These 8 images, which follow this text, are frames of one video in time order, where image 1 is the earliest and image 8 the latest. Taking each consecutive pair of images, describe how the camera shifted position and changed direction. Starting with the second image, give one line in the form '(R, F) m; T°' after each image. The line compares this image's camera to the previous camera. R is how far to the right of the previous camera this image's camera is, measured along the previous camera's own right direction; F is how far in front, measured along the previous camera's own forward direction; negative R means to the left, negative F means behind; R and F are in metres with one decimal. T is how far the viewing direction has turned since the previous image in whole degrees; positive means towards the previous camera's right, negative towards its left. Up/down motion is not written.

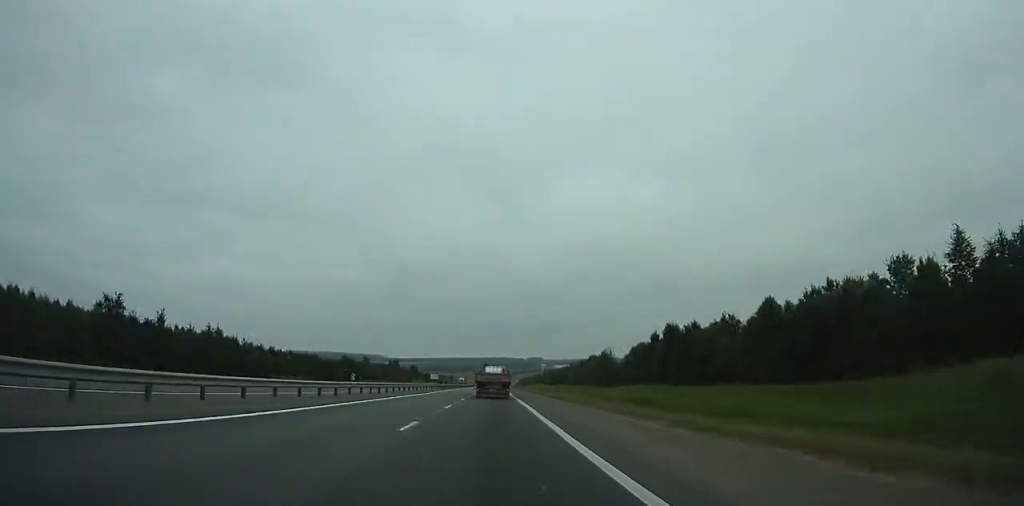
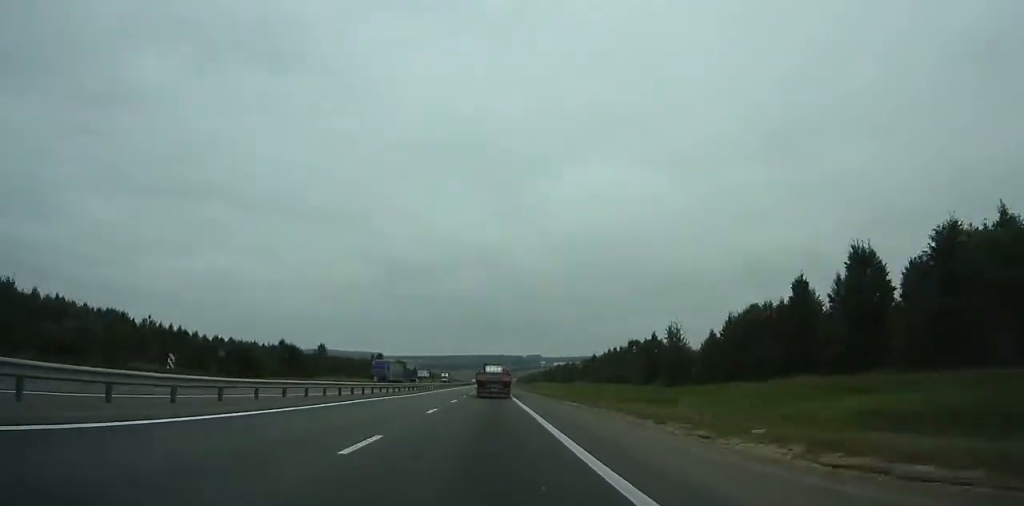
(0.0, +52.5) m; 0°
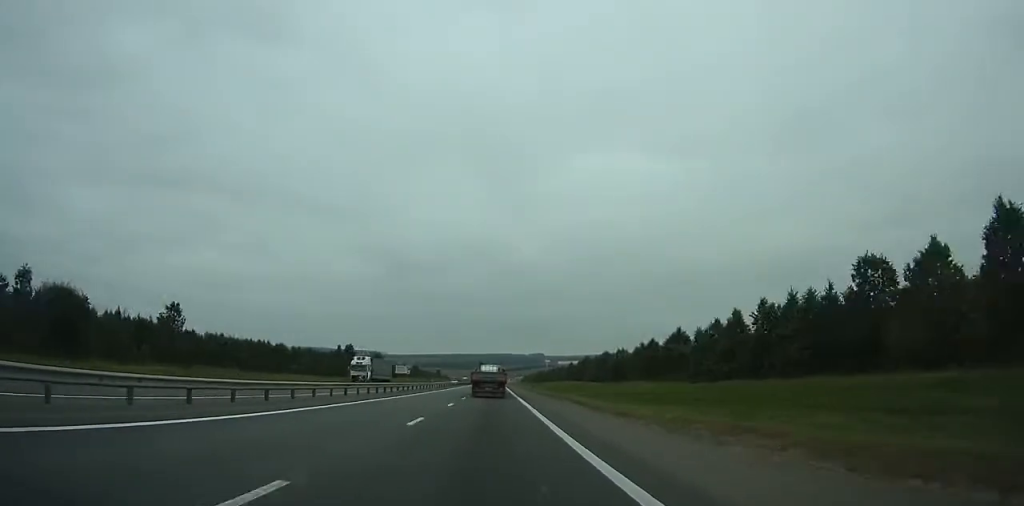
(+0.2, +75.8) m; 0°
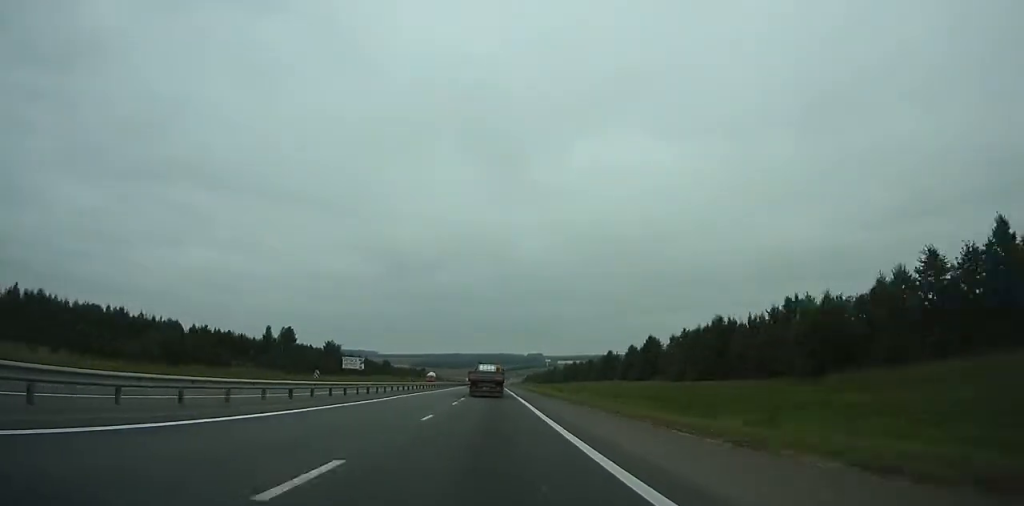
(+0.1, +81.2) m; 0°
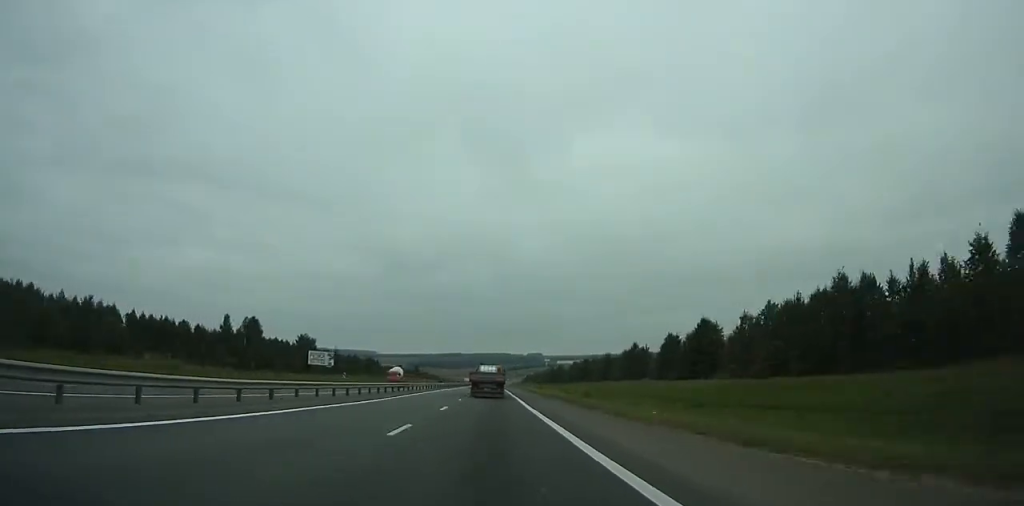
(0.0, +28.0) m; 0°
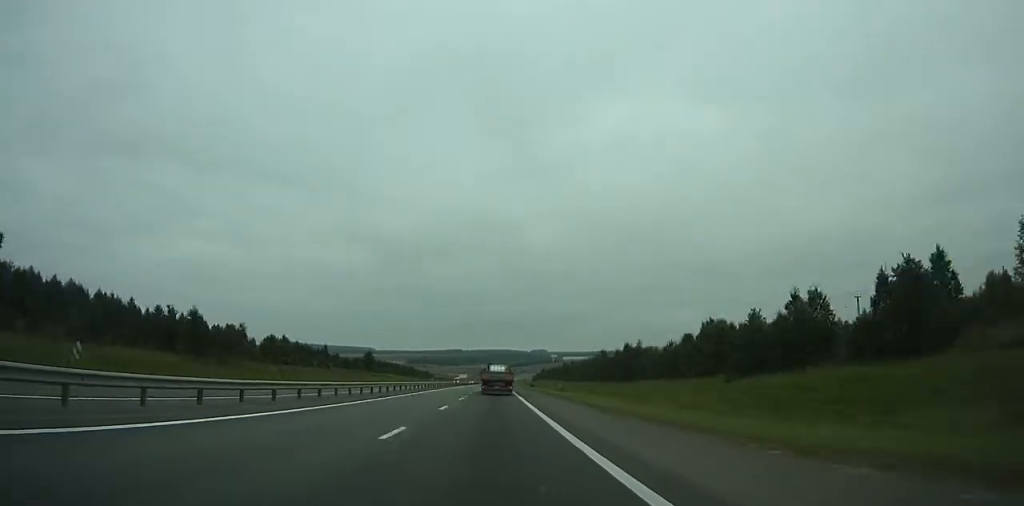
(+0.2, +131.8) m; 0°
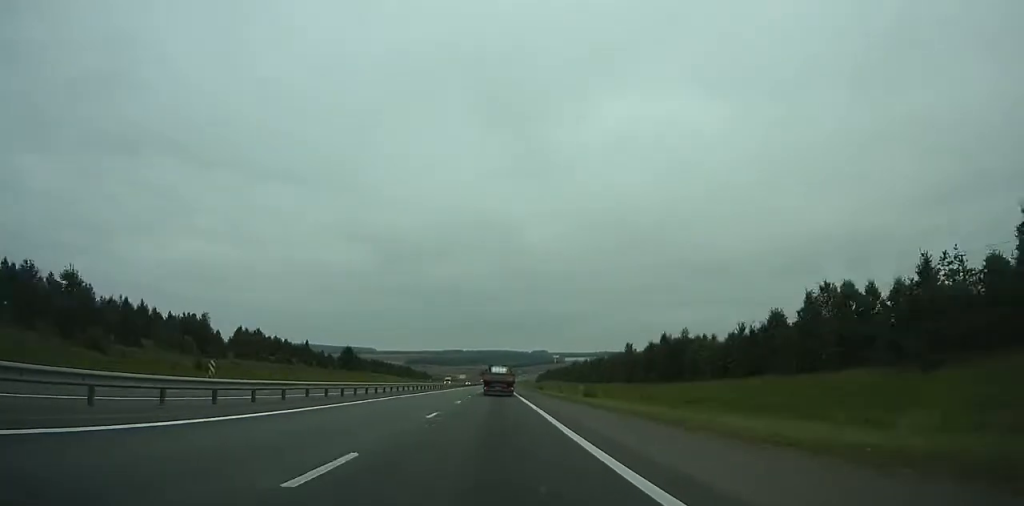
(-0.1, +28.3) m; 0°
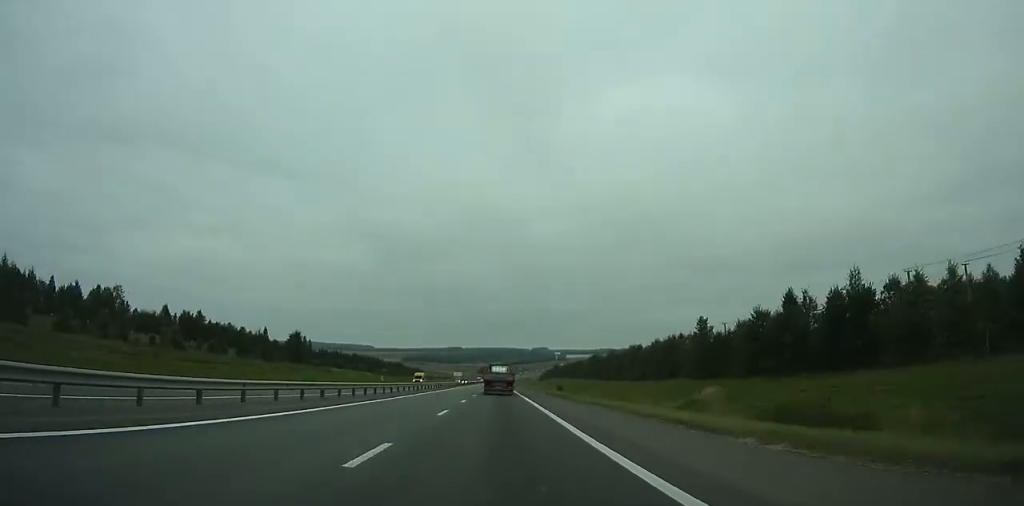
(-0.1, +47.3) m; 0°
